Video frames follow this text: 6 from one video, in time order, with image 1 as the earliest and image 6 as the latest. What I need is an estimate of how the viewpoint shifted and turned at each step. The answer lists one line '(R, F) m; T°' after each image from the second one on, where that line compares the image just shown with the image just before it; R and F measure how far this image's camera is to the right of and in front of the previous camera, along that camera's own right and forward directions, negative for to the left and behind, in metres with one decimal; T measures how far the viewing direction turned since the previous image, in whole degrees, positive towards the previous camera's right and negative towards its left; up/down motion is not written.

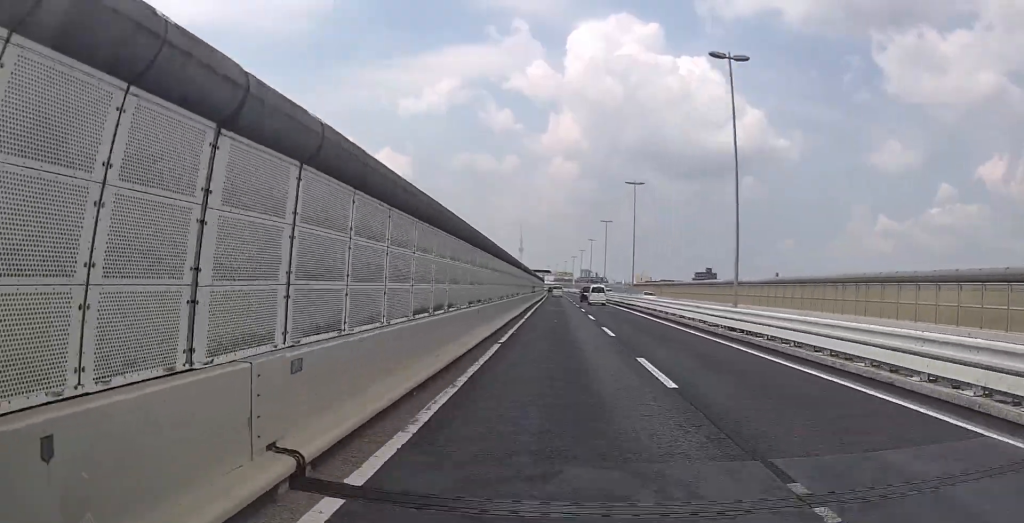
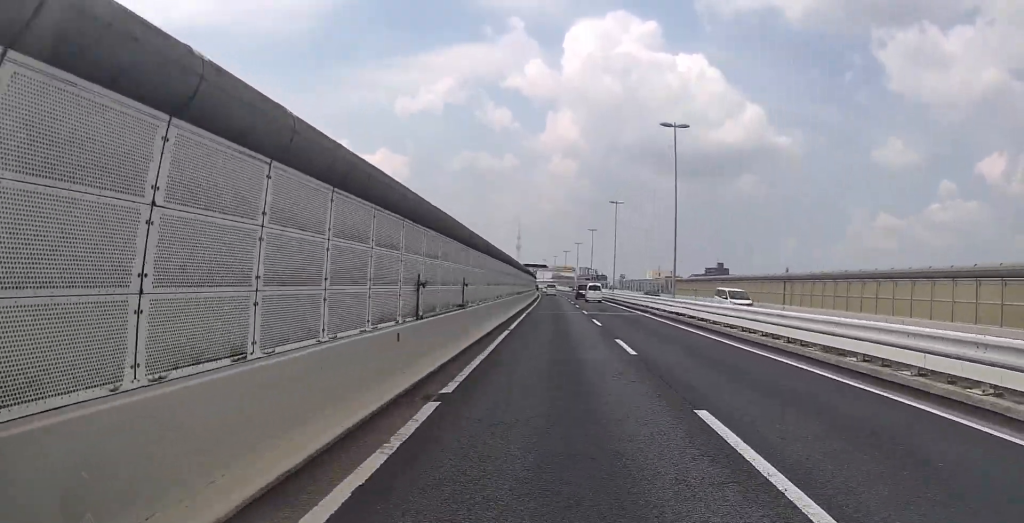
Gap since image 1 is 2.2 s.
(+0.7, +45.5) m; 0°
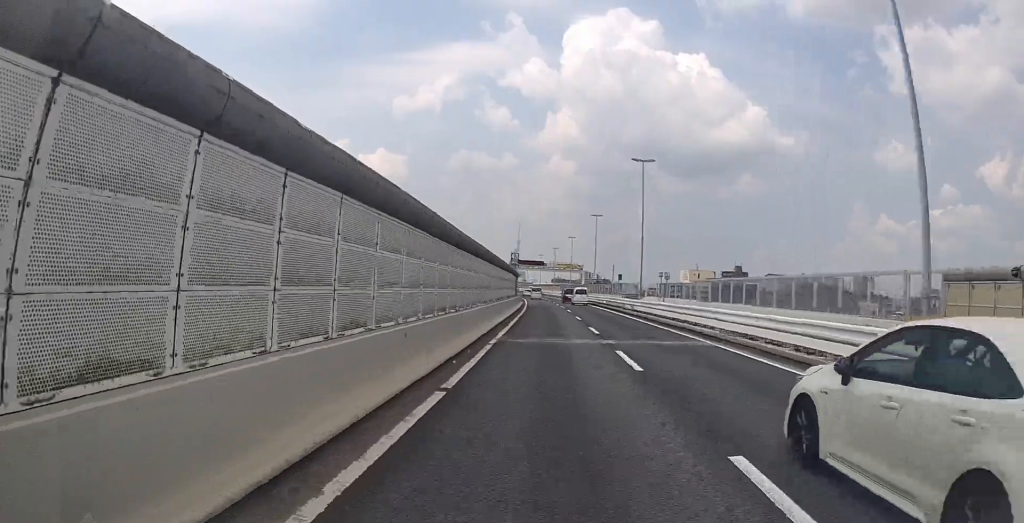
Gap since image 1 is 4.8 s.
(-0.5, +52.4) m; +1°
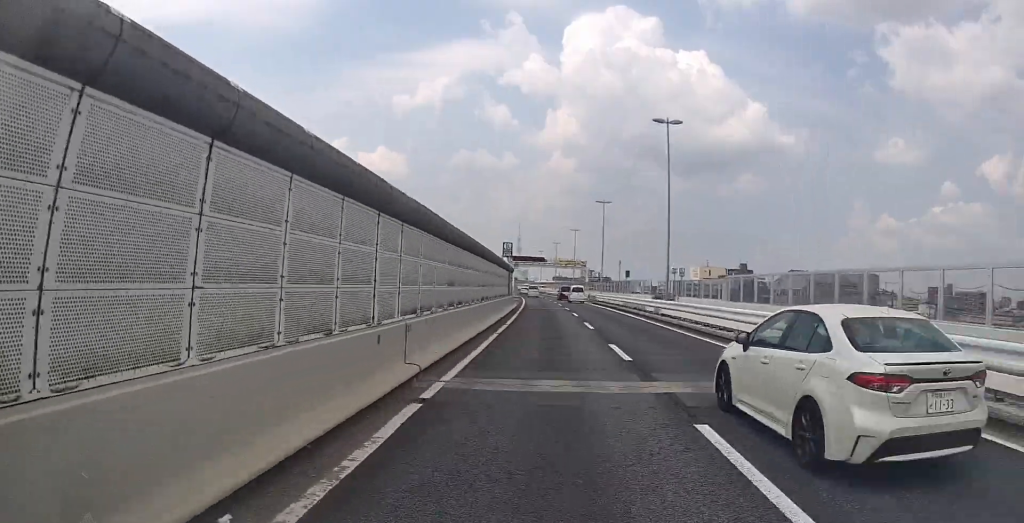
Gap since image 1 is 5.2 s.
(0.0, +9.4) m; 0°
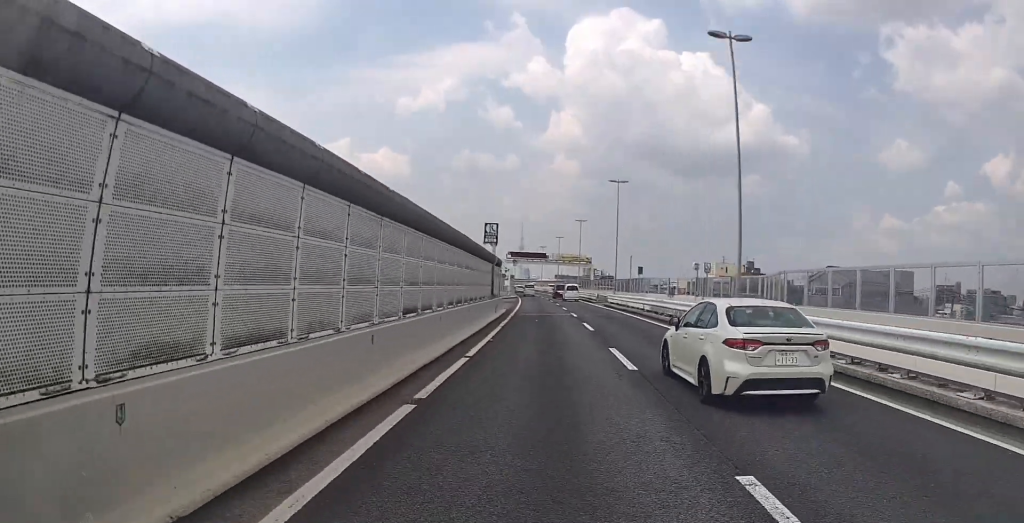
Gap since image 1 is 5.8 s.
(0.0, +11.4) m; 0°
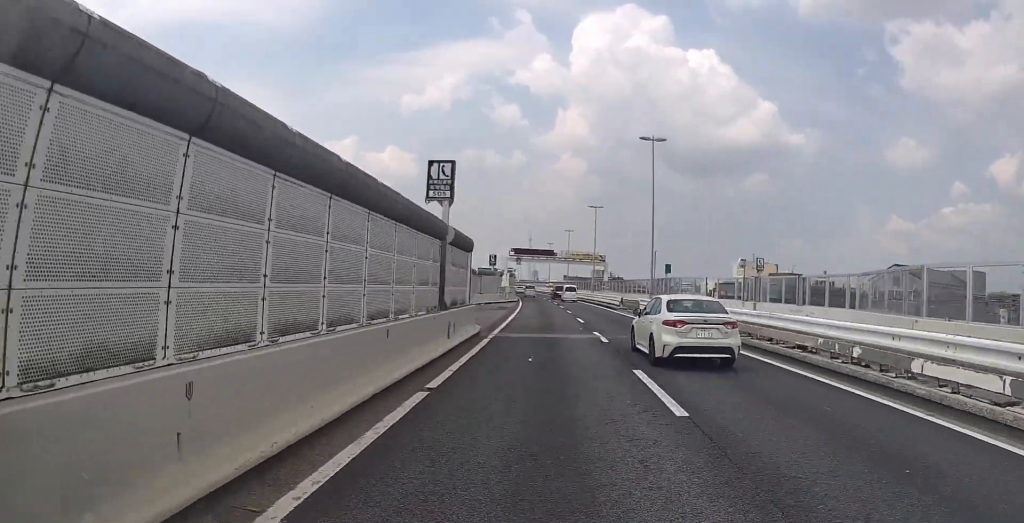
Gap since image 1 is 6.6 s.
(0.0, +15.0) m; 0°
